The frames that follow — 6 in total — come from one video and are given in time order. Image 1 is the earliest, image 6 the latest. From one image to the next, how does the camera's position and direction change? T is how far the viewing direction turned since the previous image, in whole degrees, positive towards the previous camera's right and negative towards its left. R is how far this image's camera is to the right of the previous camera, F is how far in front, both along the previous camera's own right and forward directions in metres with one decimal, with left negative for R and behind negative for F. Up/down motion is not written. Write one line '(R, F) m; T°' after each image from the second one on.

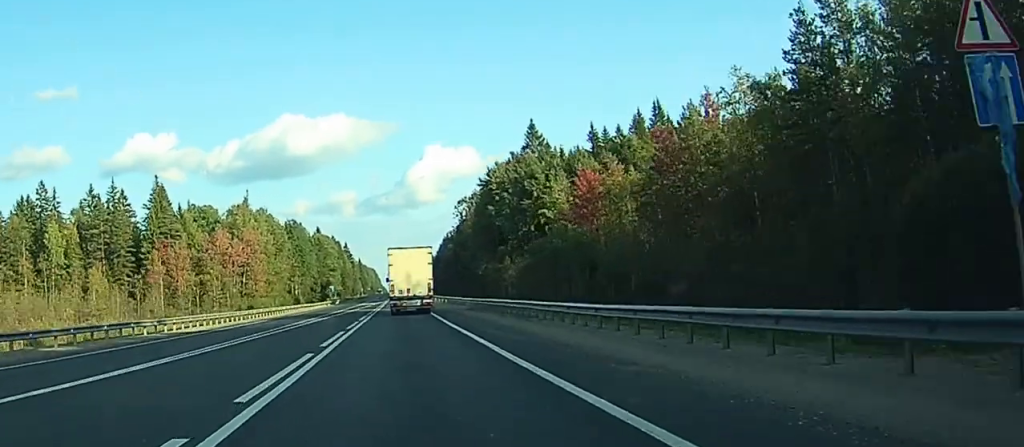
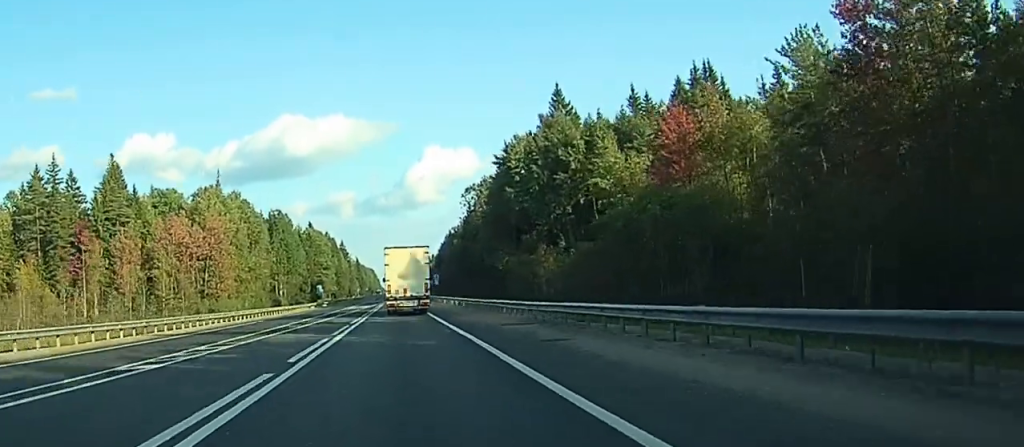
(+0.1, +29.1) m; 0°
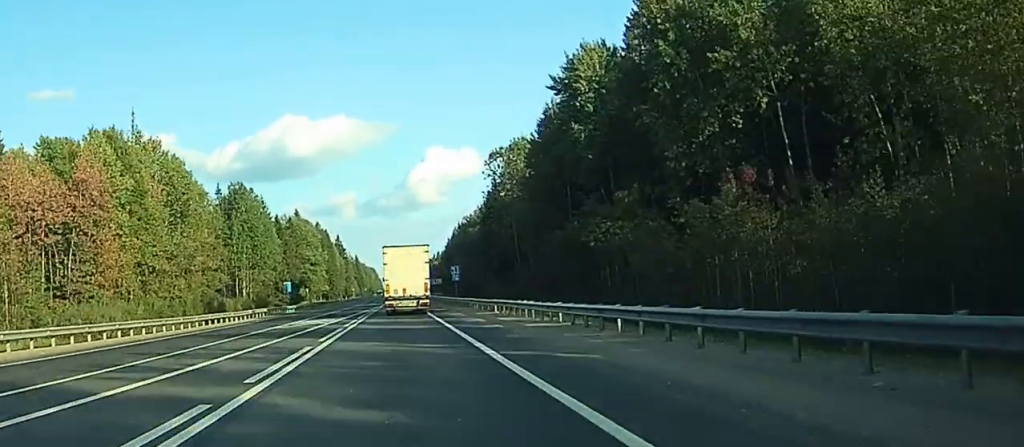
(-0.2, +52.1) m; 0°
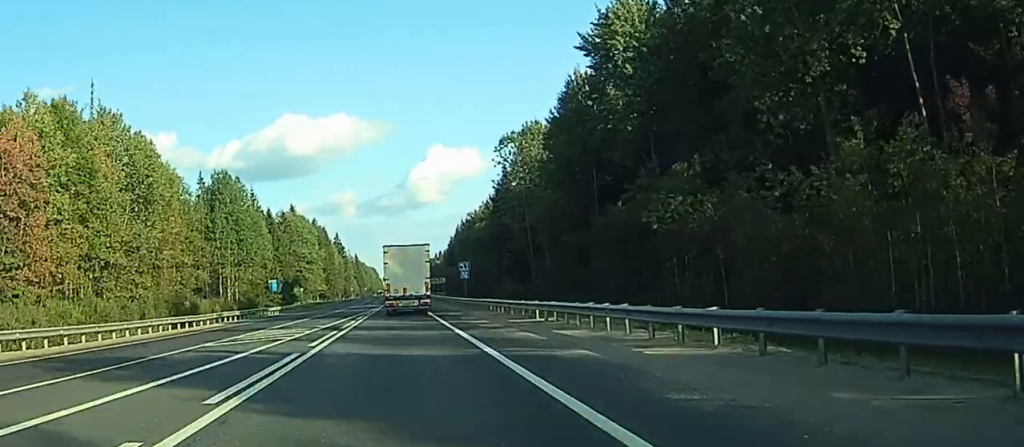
(0.0, +14.8) m; 0°
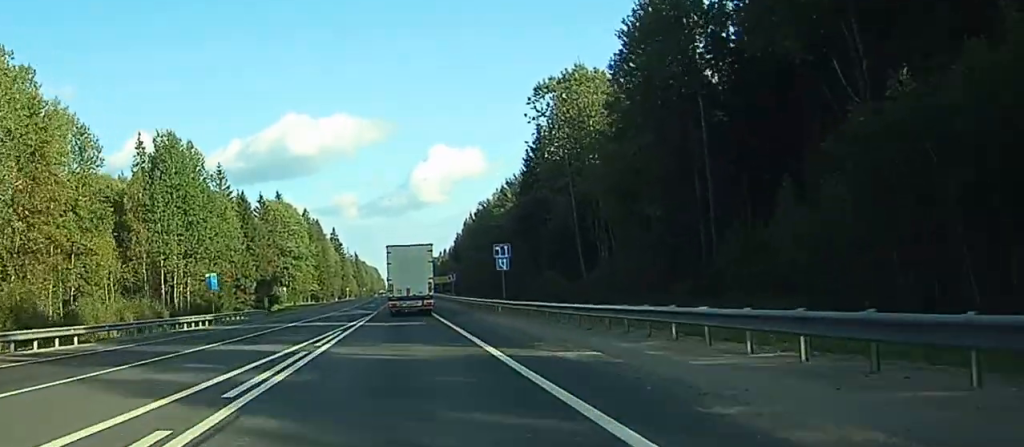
(+0.1, +35.1) m; 0°
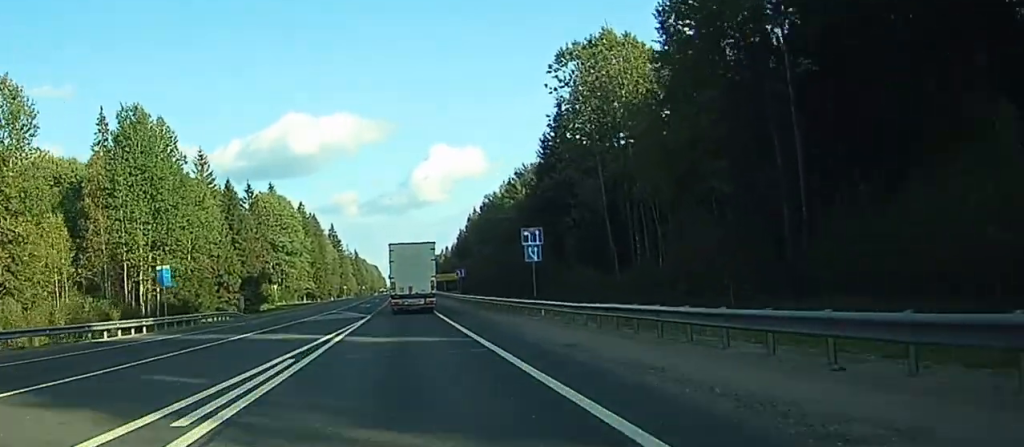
(0.0, +14.6) m; 0°
